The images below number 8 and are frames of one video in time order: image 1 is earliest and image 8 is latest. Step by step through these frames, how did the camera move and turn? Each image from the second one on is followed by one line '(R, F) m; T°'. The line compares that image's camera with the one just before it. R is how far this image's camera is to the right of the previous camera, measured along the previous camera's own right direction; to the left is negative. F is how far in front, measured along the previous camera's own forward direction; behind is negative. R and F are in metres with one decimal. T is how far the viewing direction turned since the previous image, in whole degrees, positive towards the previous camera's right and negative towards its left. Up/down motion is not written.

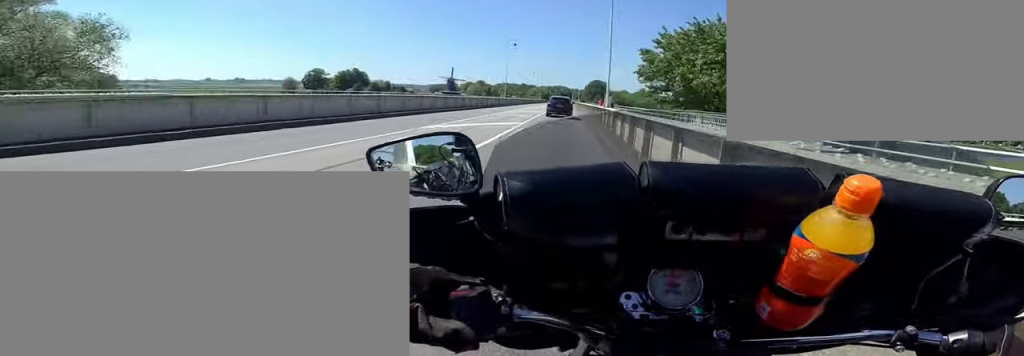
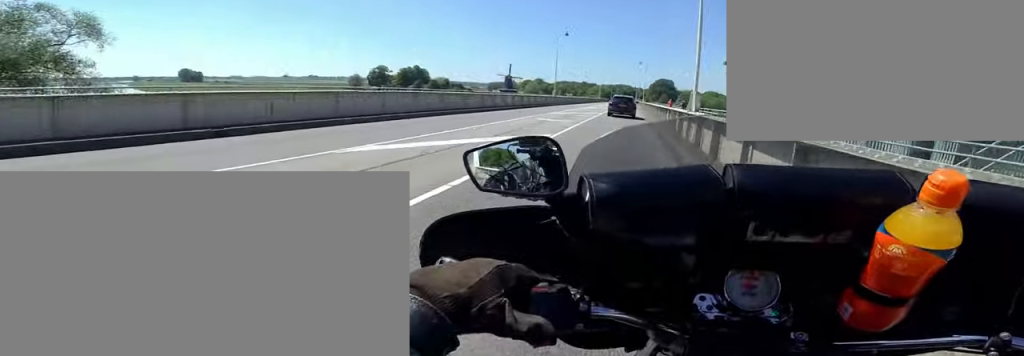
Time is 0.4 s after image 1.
(0.0, +6.6) m; 0°
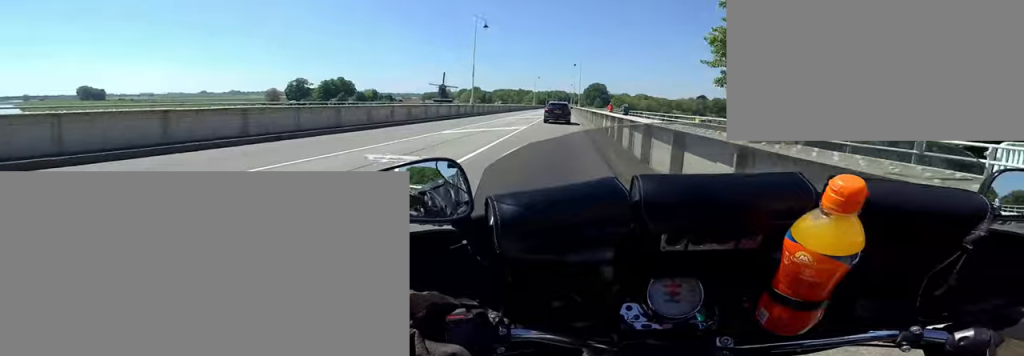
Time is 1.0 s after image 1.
(0.0, +9.2) m; 0°
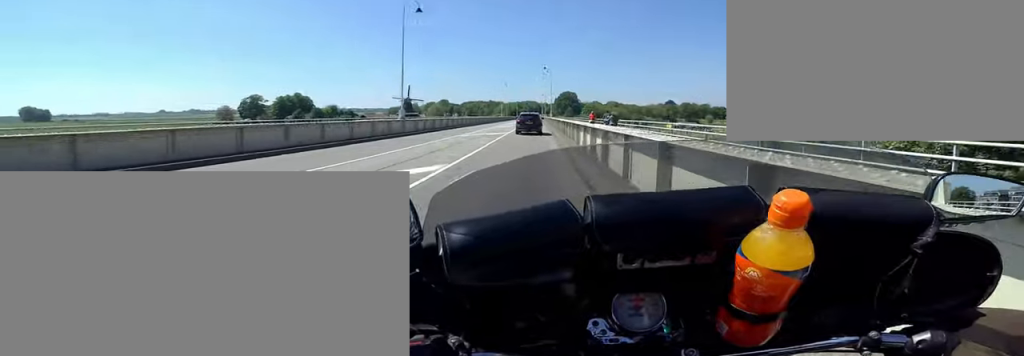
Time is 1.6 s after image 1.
(0.0, +9.7) m; +2°
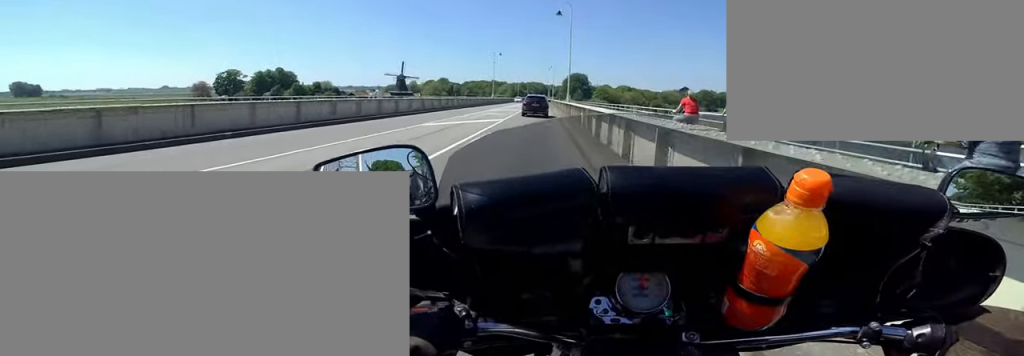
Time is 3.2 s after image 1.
(+0.7, +23.8) m; 0°
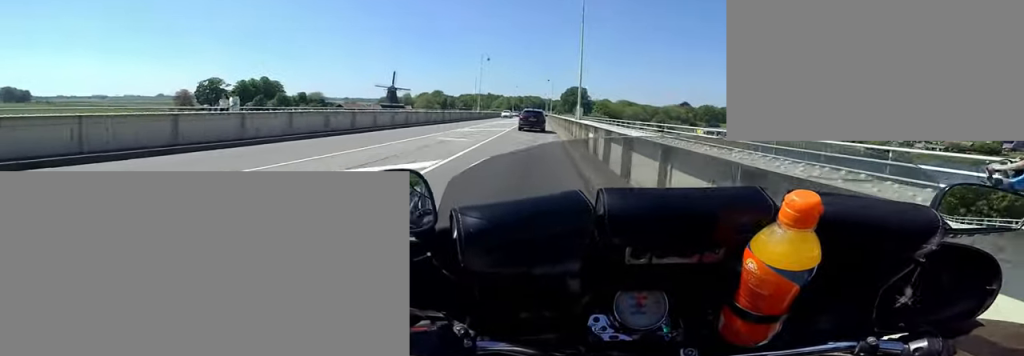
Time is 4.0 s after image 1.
(-0.4, +11.1) m; -2°
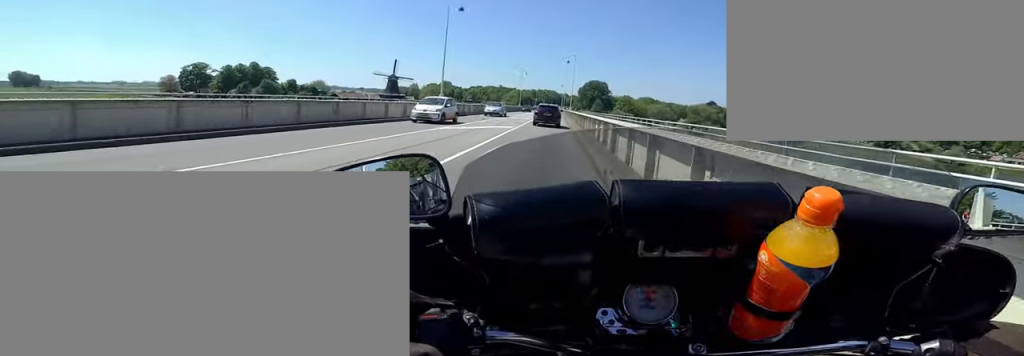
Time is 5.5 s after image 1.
(-0.6, +22.5) m; -2°
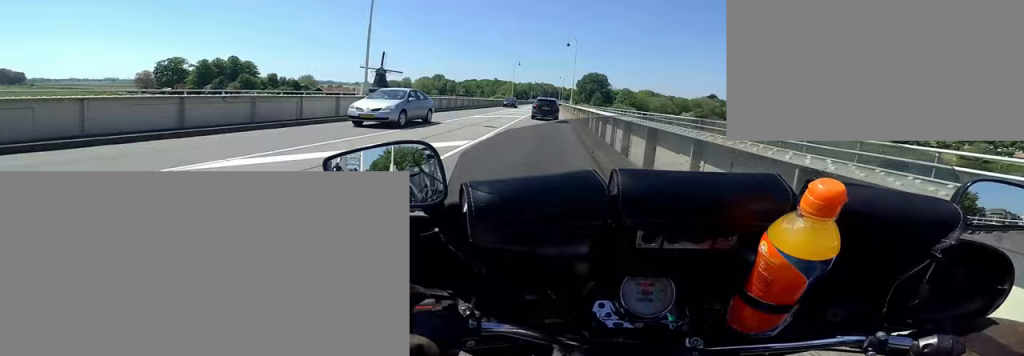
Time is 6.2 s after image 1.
(-0.1, +10.9) m; +1°
